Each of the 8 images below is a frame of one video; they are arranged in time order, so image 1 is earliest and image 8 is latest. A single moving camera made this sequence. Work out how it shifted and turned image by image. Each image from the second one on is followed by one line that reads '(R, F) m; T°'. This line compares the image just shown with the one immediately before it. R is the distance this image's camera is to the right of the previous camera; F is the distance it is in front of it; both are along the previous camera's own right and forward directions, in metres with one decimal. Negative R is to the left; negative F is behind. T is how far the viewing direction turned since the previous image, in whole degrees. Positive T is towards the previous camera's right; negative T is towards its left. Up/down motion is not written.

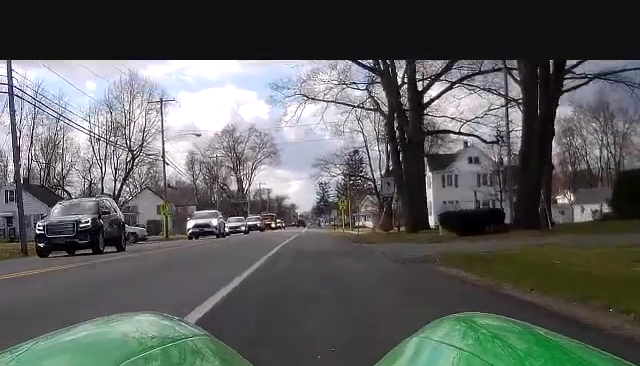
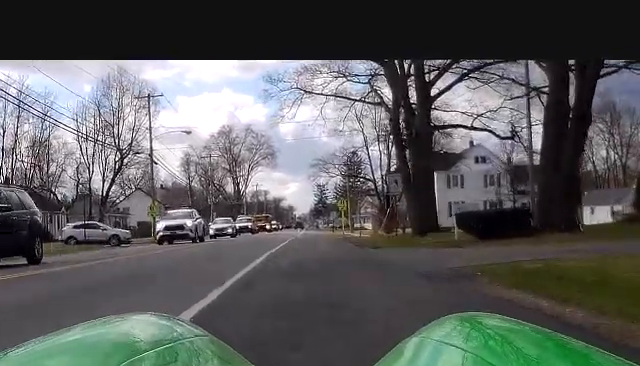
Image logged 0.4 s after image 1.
(+0.1, +4.7) m; +1°
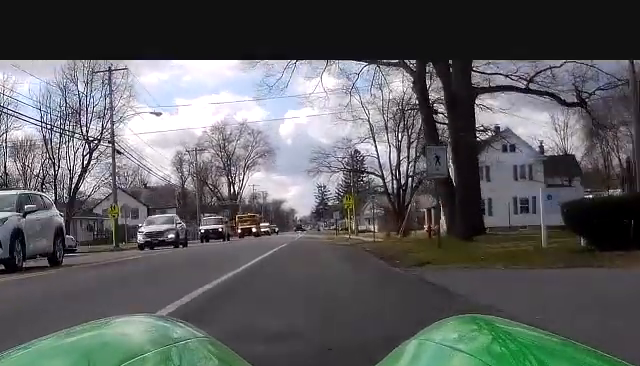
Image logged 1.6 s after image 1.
(0.0, +13.0) m; 0°
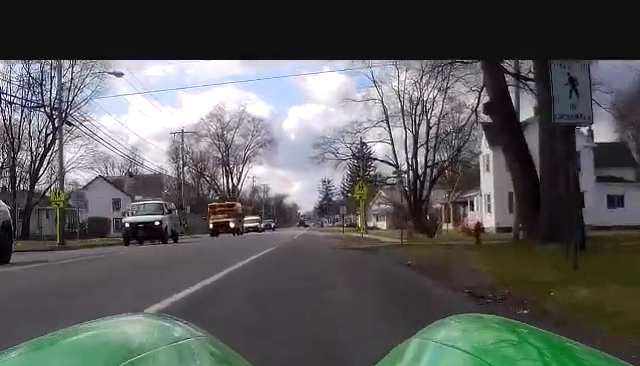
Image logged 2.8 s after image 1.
(0.0, +12.6) m; 0°
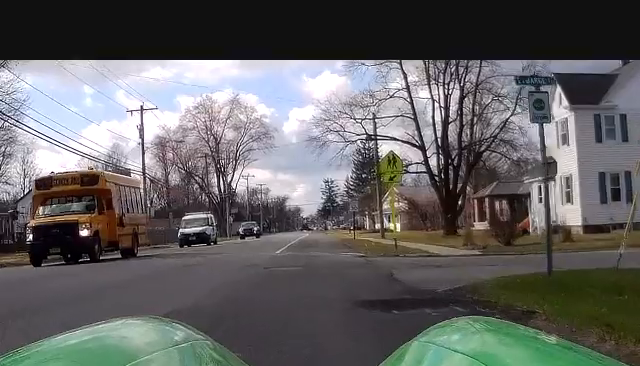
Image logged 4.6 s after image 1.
(0.0, +19.5) m; 0°
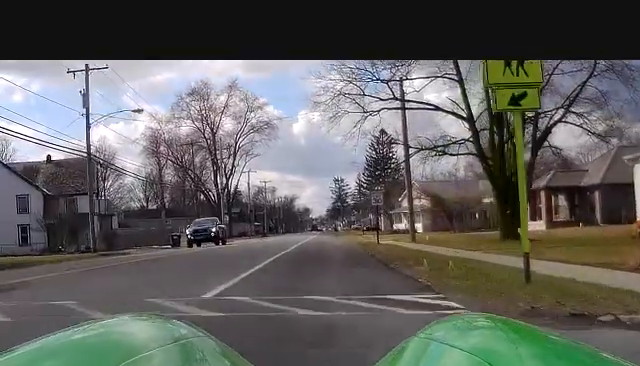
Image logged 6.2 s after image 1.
(-0.2, +17.3) m; -1°
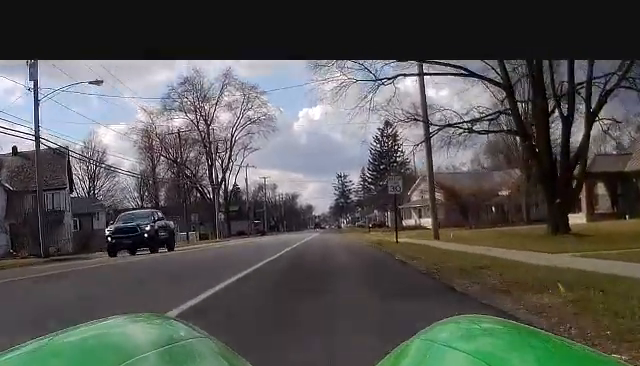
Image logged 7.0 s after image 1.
(0.0, +9.0) m; 0°
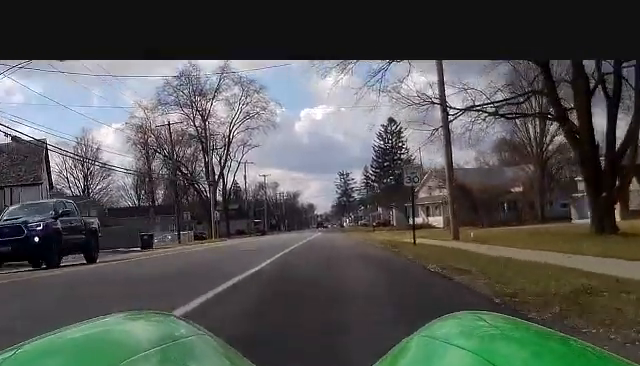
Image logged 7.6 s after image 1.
(0.0, +5.8) m; 0°
